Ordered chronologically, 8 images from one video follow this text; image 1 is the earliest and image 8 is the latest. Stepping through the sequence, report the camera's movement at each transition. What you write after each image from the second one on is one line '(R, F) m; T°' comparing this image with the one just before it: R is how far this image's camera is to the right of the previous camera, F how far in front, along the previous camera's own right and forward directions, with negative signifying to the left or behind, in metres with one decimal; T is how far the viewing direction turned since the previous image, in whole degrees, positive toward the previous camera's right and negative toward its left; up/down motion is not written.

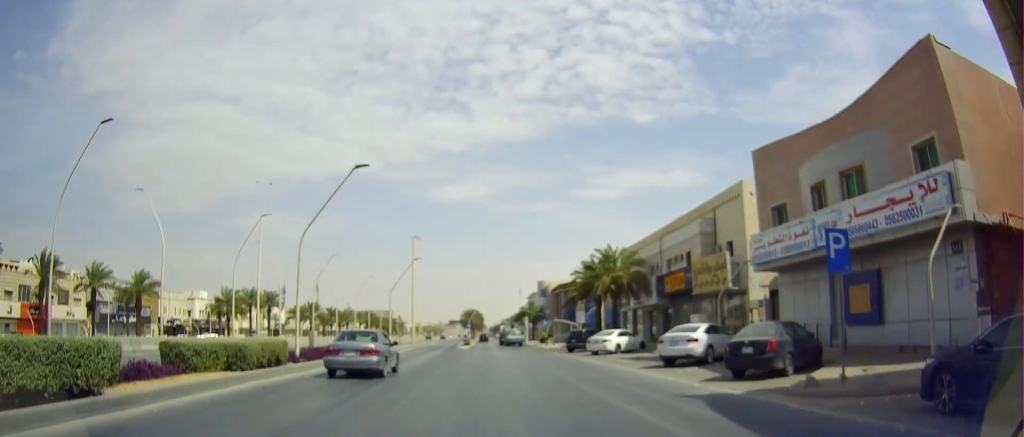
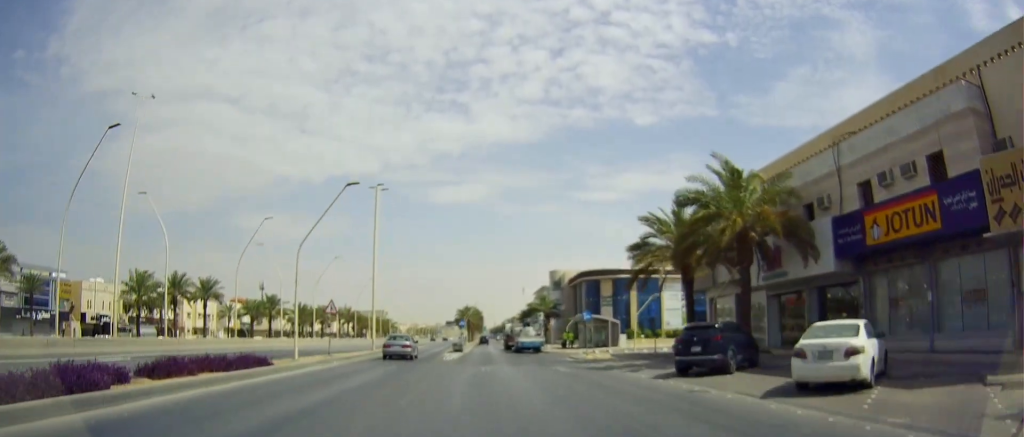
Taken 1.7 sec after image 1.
(-0.7, +24.3) m; -1°
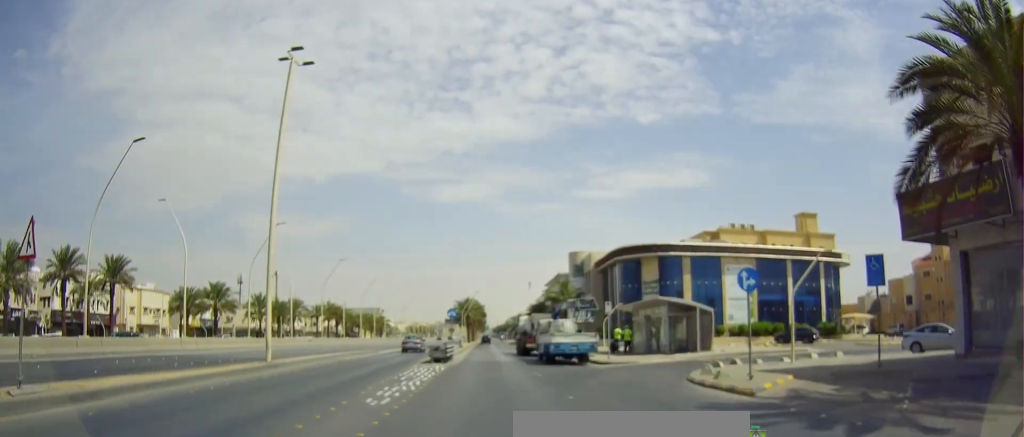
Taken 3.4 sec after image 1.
(+0.4, +22.7) m; 0°
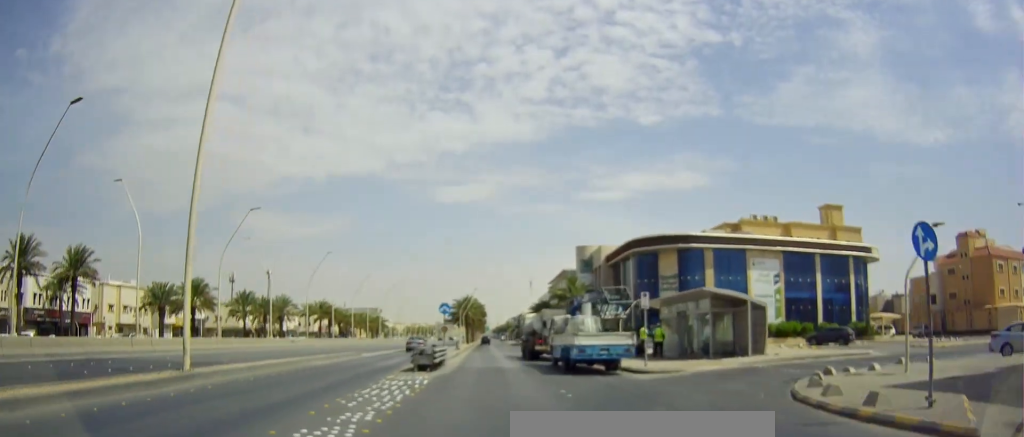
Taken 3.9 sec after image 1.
(0.0, +6.9) m; -1°
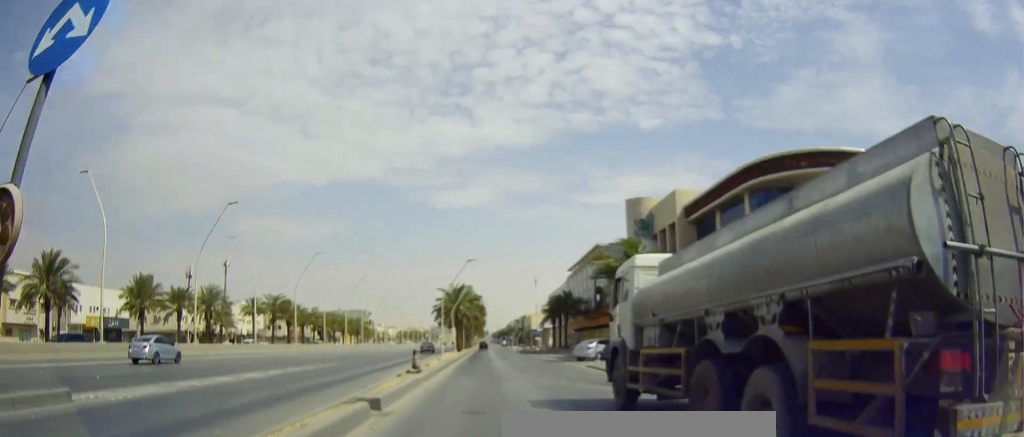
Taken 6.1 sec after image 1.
(+0.2, +29.3) m; +1°
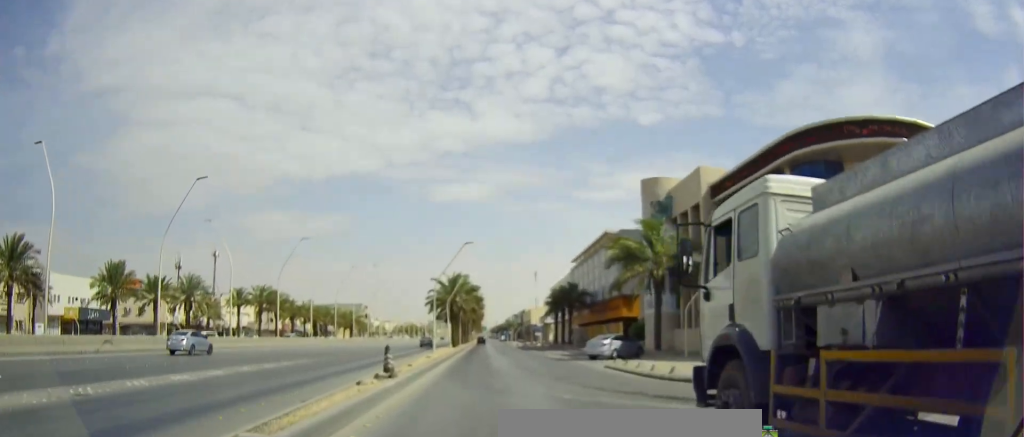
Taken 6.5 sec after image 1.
(-0.2, +5.3) m; 0°
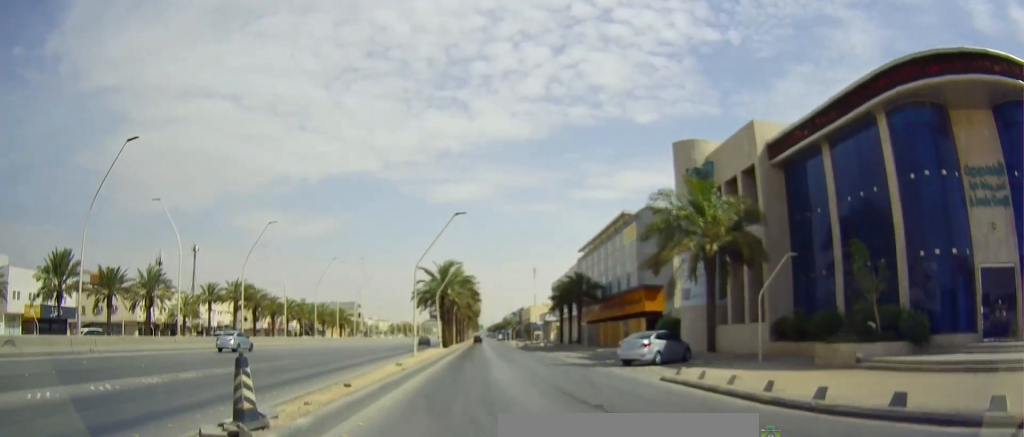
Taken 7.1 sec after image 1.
(-0.2, +8.9) m; 0°
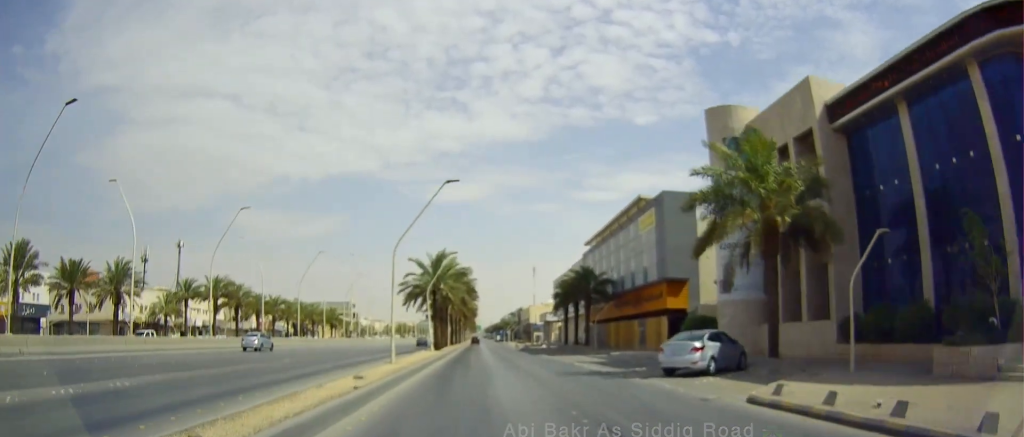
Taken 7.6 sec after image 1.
(+0.2, +6.3) m; 0°
